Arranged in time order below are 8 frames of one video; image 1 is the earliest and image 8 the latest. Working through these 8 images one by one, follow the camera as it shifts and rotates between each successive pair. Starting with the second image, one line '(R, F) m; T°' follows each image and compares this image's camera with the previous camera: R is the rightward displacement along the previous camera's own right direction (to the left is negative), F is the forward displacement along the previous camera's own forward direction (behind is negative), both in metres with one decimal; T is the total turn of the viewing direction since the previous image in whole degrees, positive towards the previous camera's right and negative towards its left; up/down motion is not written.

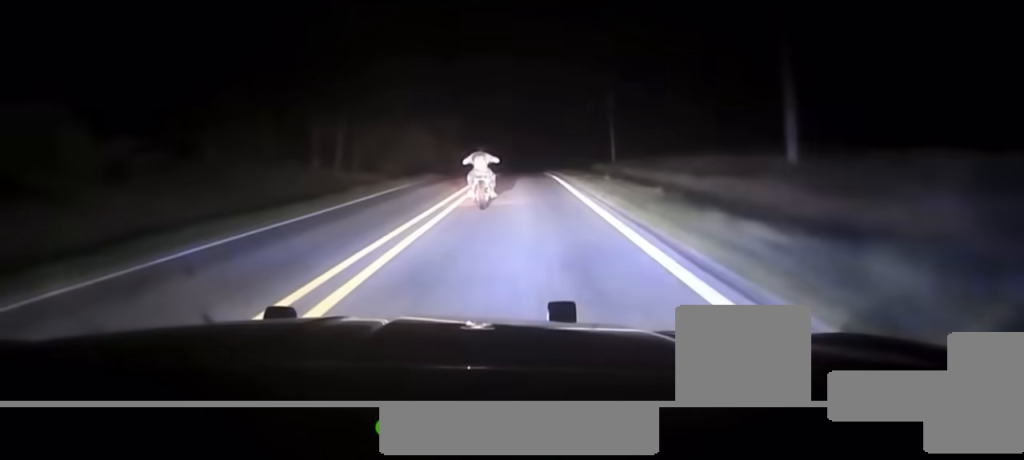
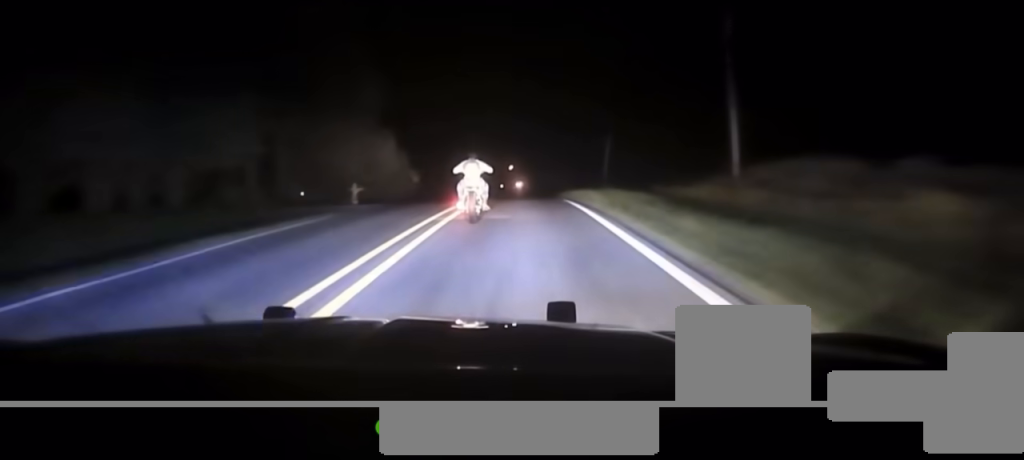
(+0.2, +58.9) m; 0°
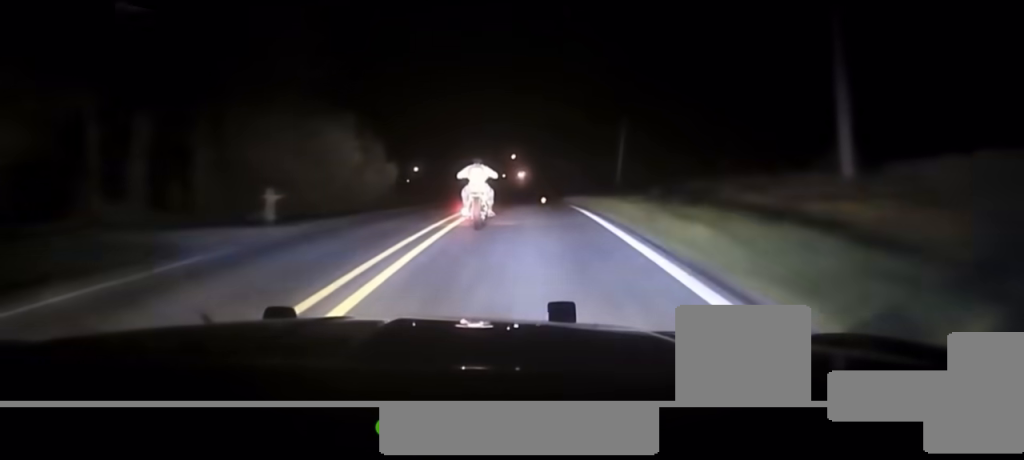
(0.0, +18.0) m; 0°
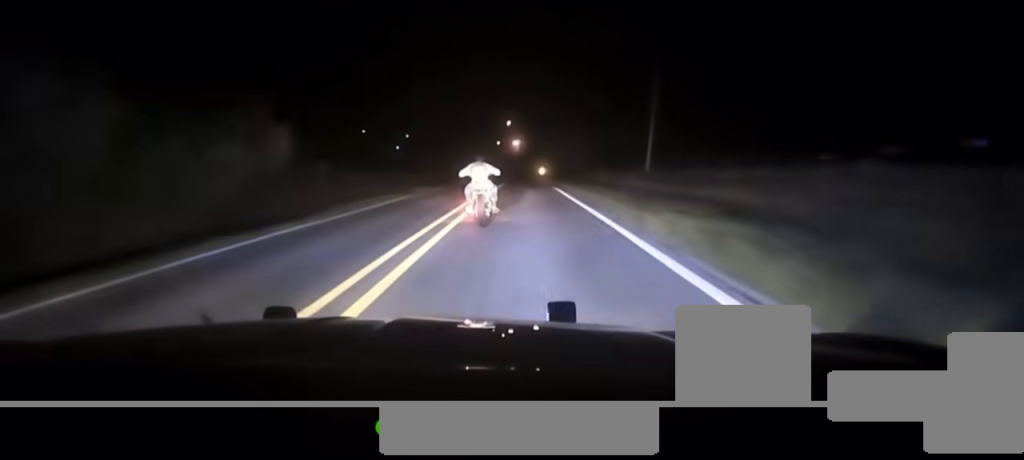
(+0.1, +34.2) m; 0°
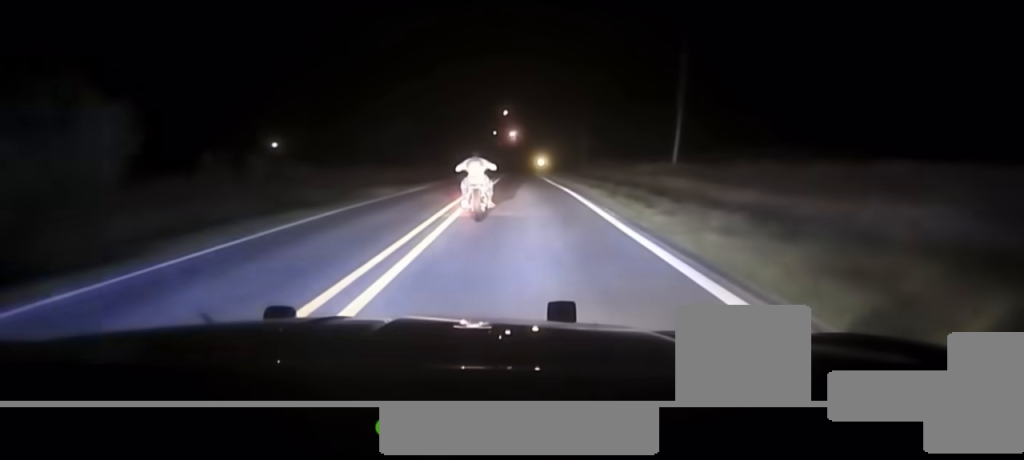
(-0.1, +16.3) m; 0°
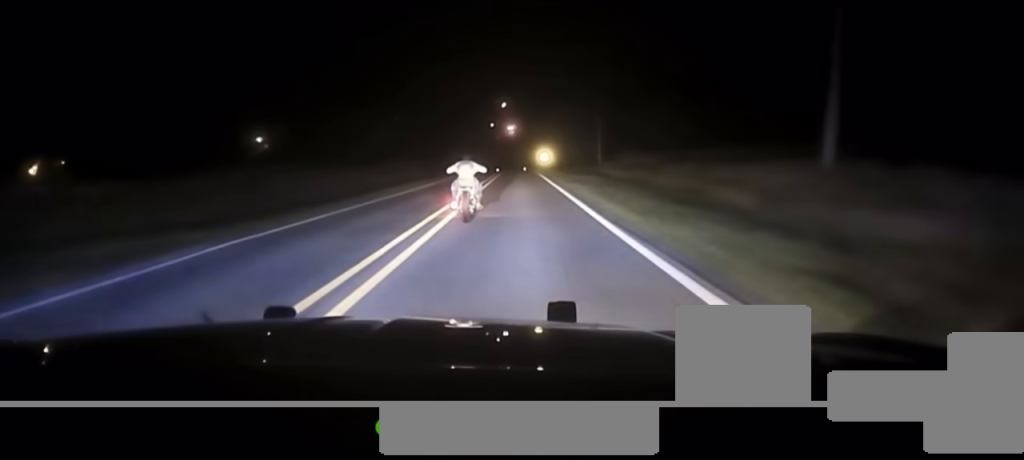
(0.0, +34.4) m; 0°
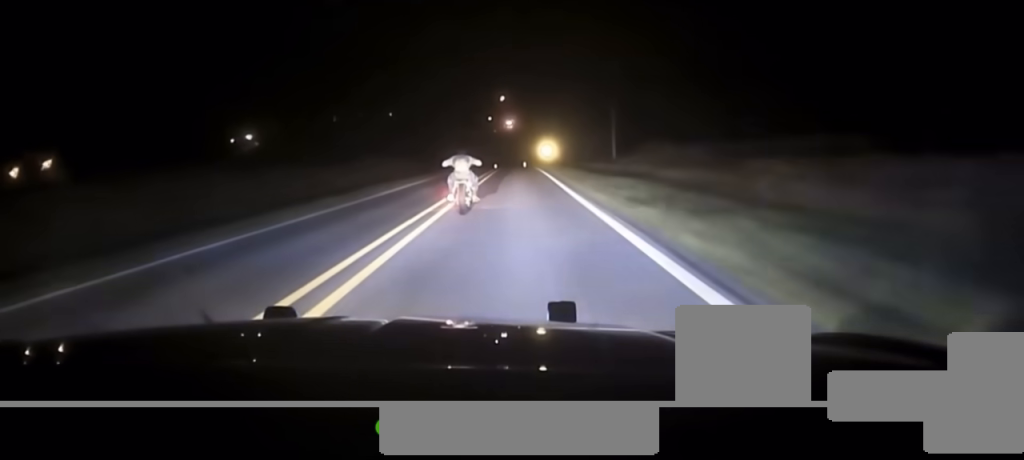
(+0.2, +20.8) m; 0°
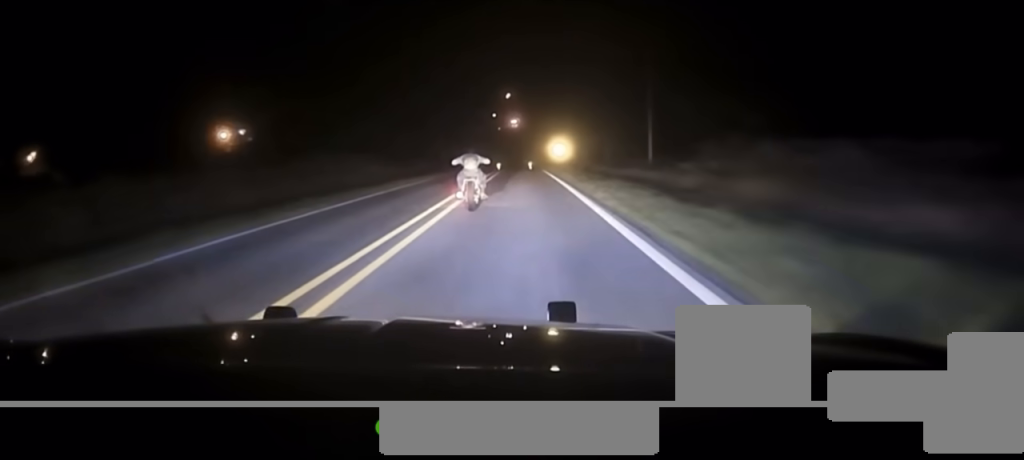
(-0.1, +22.8) m; 0°
